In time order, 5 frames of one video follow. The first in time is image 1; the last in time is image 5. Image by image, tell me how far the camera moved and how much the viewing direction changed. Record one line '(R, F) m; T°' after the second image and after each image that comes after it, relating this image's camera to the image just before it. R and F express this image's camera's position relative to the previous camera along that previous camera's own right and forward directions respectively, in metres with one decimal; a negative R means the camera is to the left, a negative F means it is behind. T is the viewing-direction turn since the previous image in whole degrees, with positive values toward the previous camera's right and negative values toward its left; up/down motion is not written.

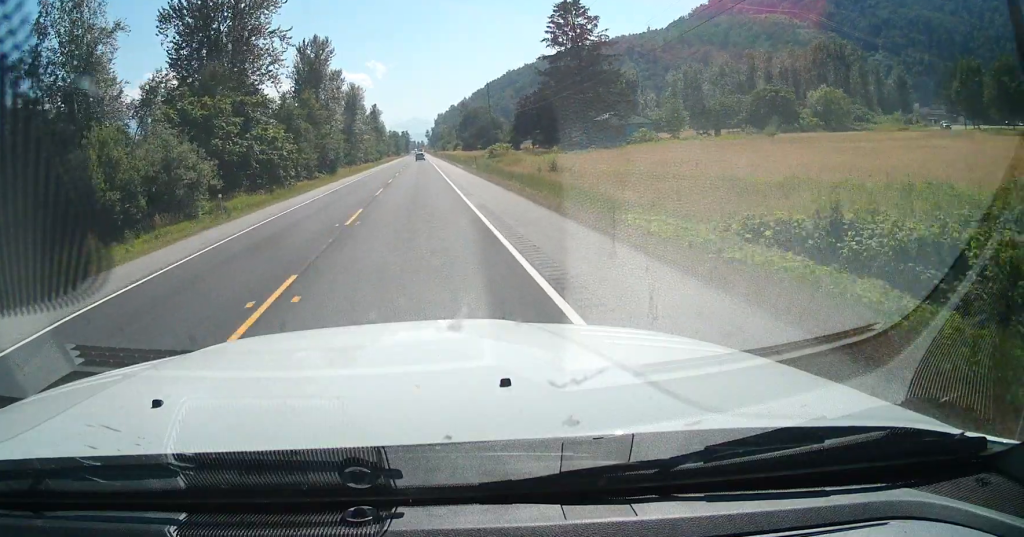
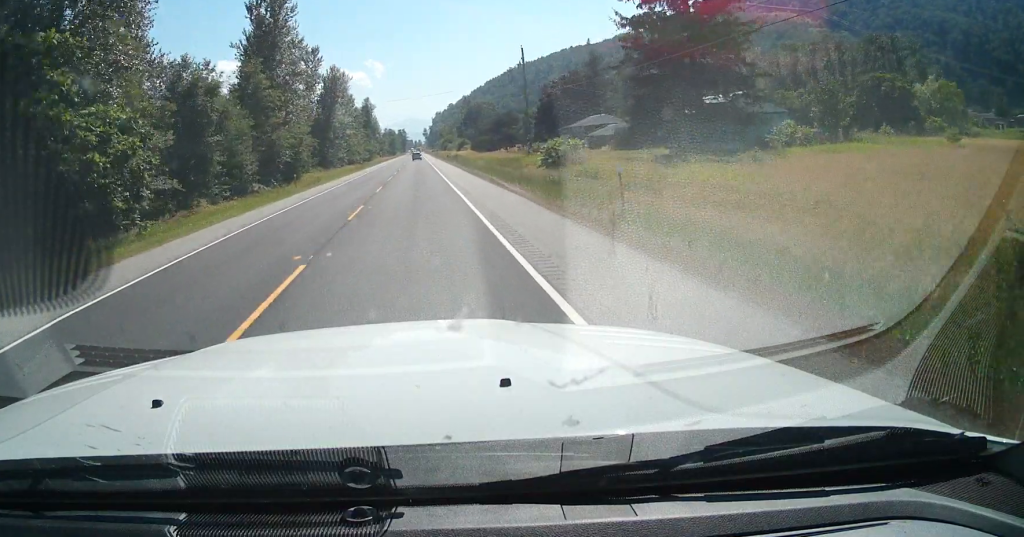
(0.0, +38.3) m; 0°
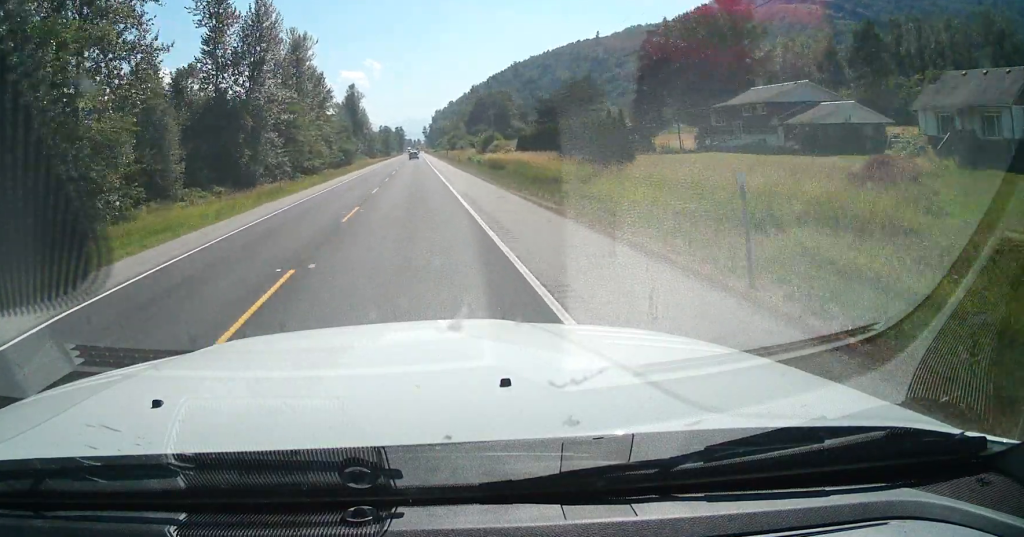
(0.0, +65.7) m; 0°
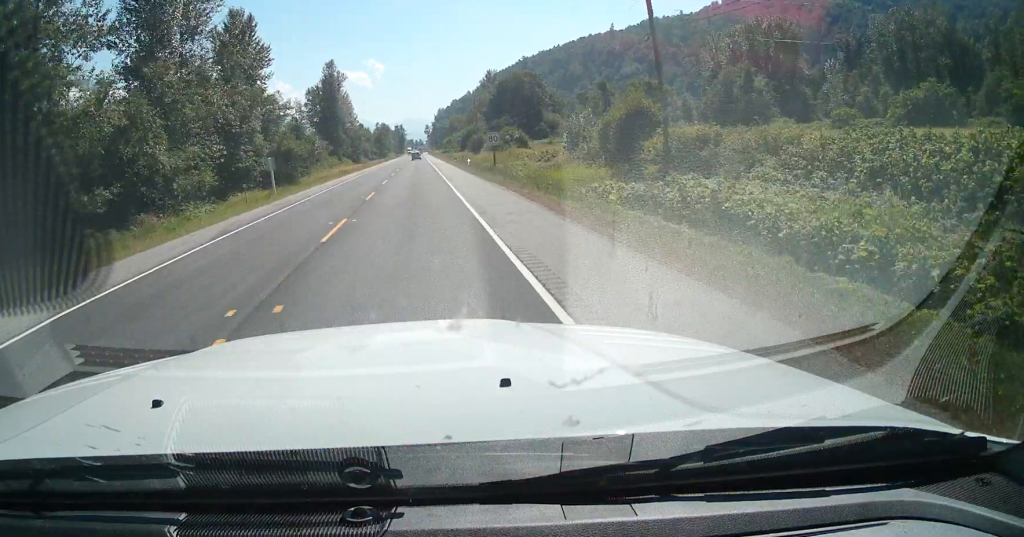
(0.0, +68.8) m; 0°
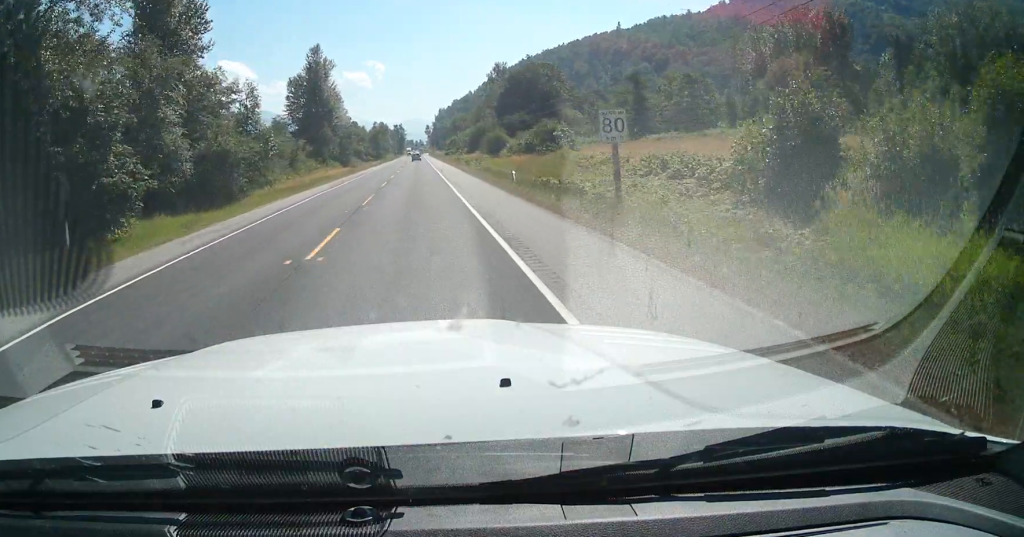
(0.0, +28.3) m; 0°
